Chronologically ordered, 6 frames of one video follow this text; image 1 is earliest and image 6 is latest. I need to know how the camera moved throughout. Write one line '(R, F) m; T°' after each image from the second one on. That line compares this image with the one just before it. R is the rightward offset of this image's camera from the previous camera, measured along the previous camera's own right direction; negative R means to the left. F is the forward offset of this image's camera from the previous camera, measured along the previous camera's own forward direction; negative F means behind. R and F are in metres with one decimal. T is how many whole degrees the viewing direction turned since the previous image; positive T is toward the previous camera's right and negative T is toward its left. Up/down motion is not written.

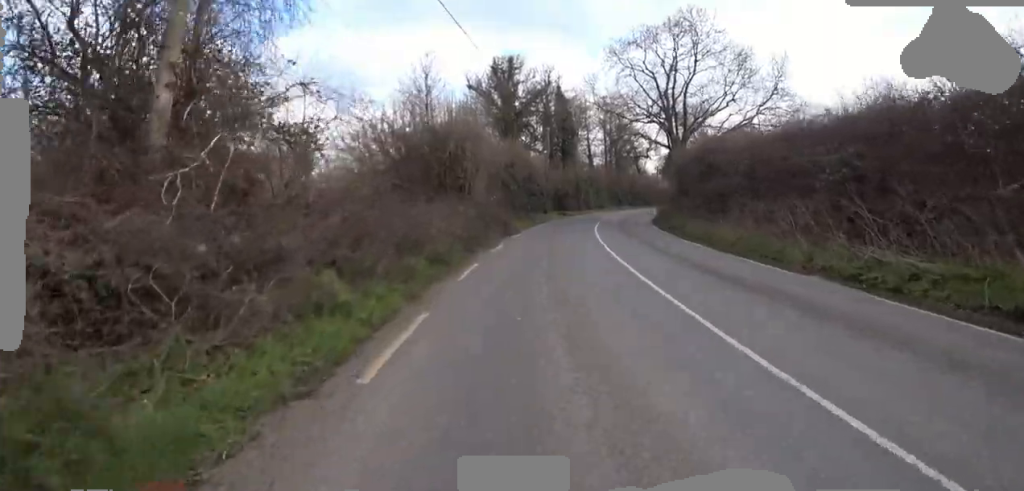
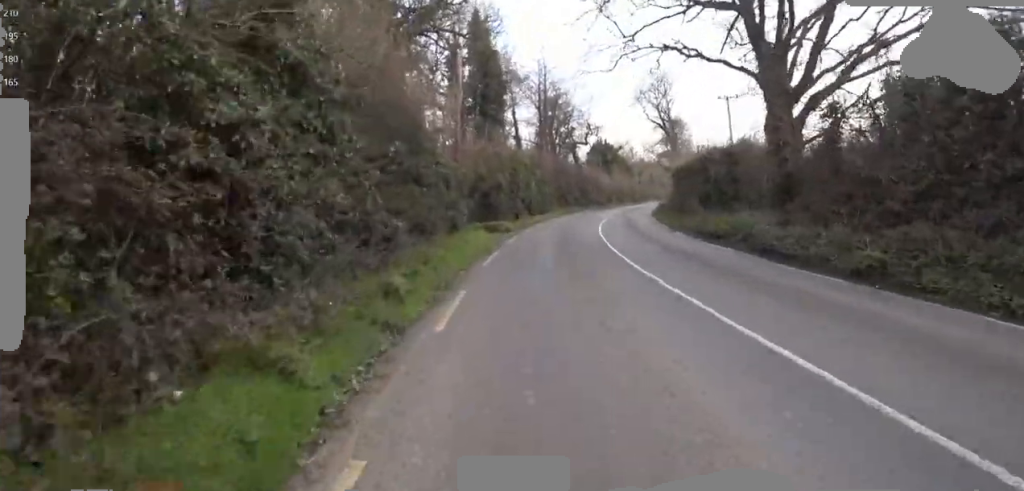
(+0.9, +17.1) m; +3°
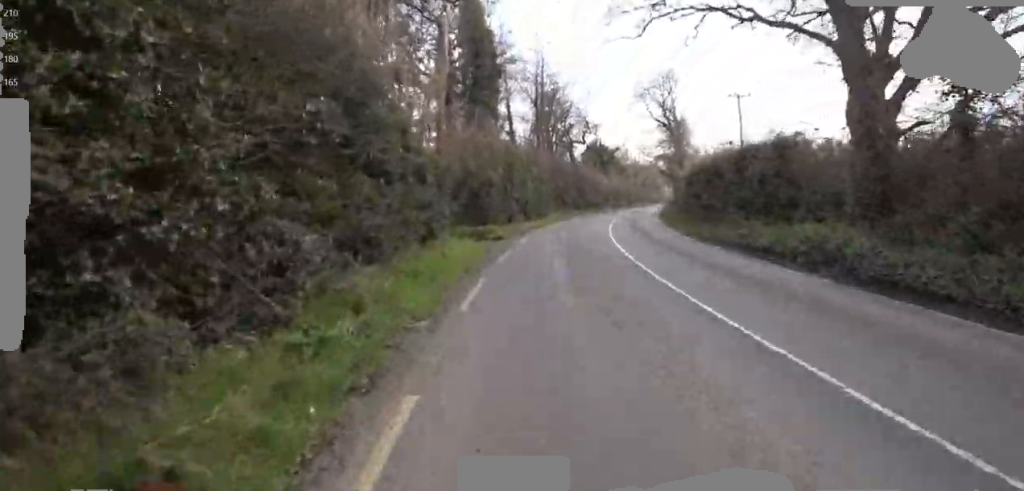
(0.0, +3.0) m; 0°
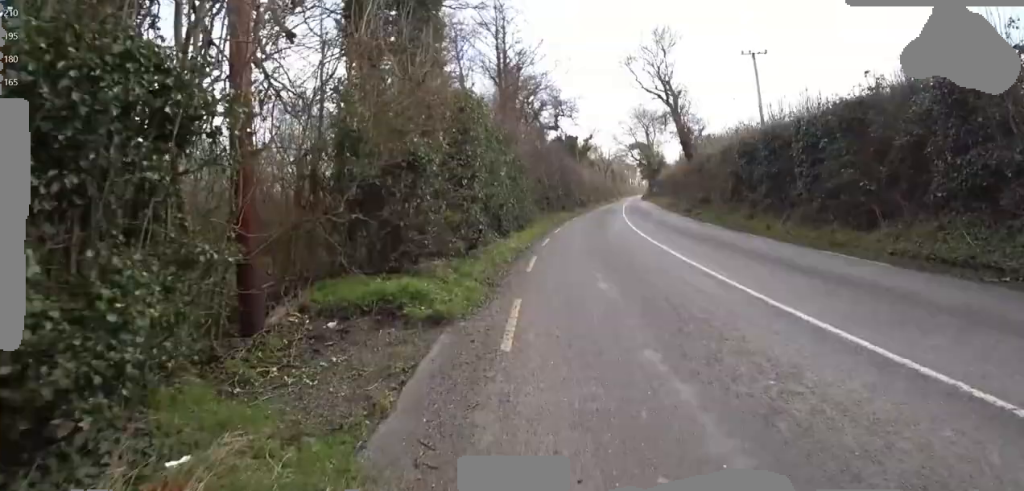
(+0.3, +8.3) m; +10°
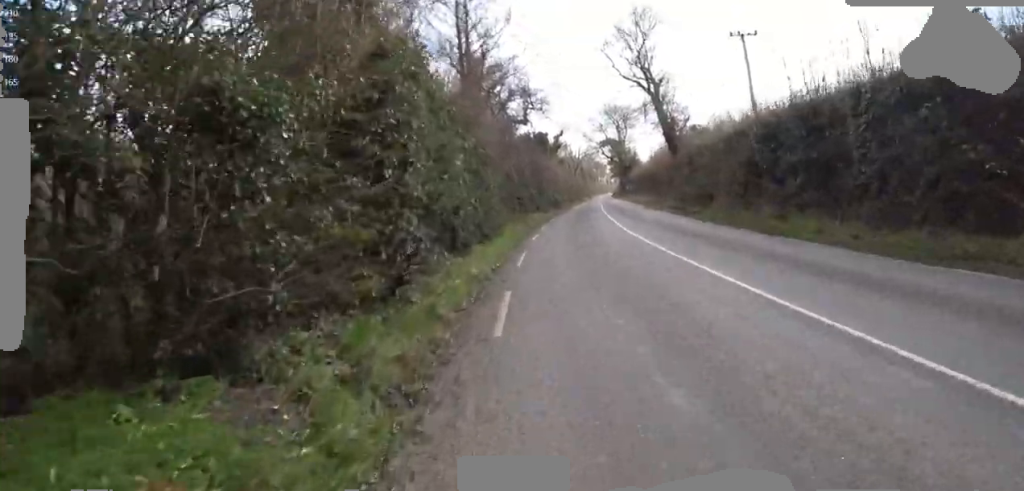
(+0.2, +3.2) m; +8°
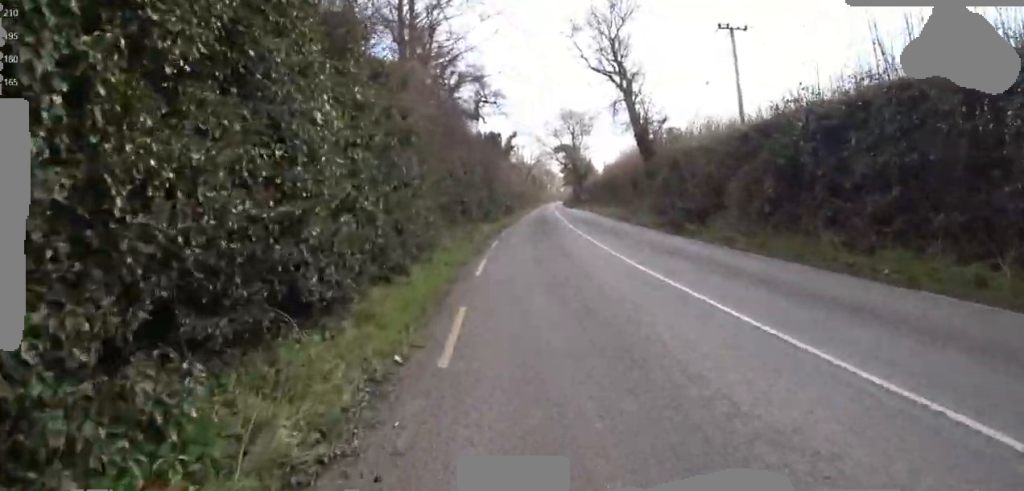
(+0.4, +4.3) m; +5°
